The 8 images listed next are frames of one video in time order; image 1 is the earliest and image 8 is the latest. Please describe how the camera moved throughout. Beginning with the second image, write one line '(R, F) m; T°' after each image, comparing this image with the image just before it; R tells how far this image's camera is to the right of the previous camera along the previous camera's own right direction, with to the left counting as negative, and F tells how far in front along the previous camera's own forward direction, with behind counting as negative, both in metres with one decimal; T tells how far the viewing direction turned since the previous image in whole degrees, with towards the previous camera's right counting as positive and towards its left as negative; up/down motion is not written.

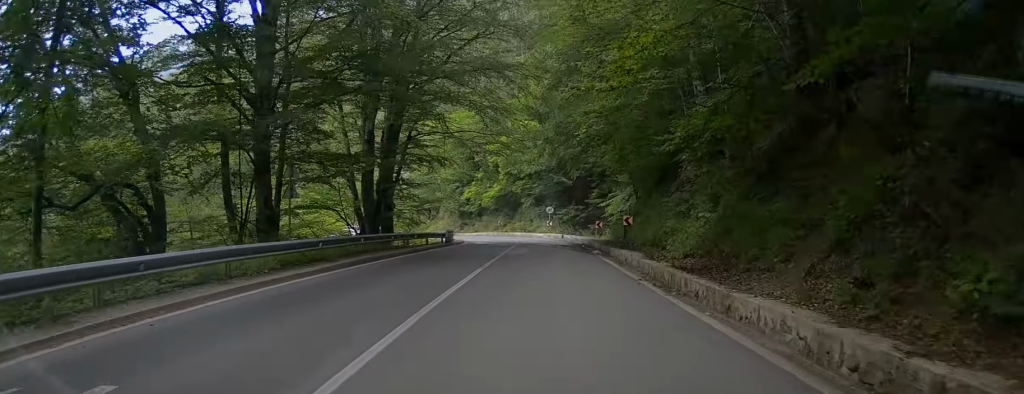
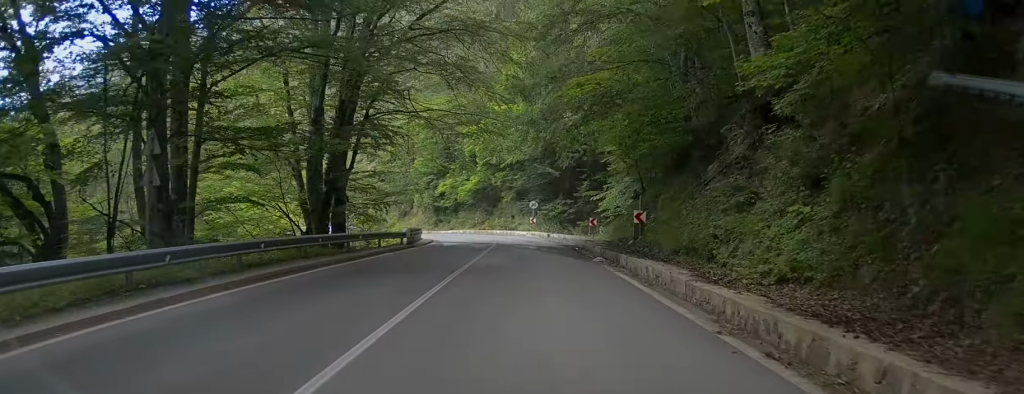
(-0.1, +5.7) m; +1°
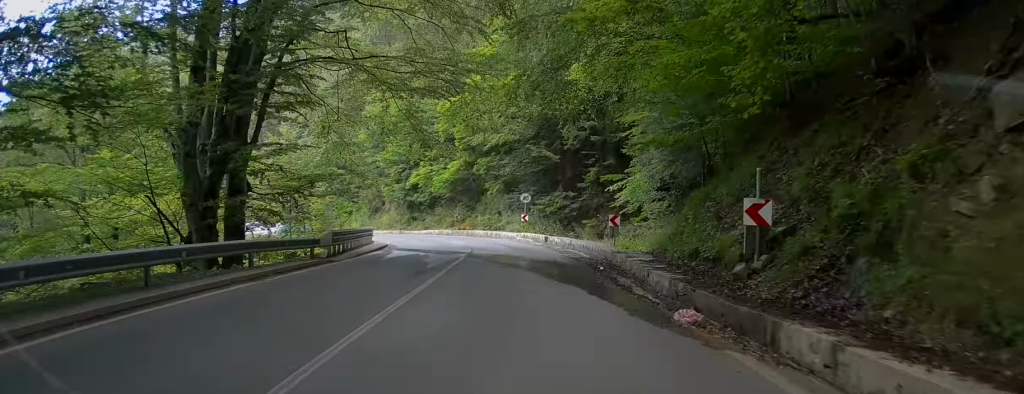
(+0.4, +9.8) m; +4°
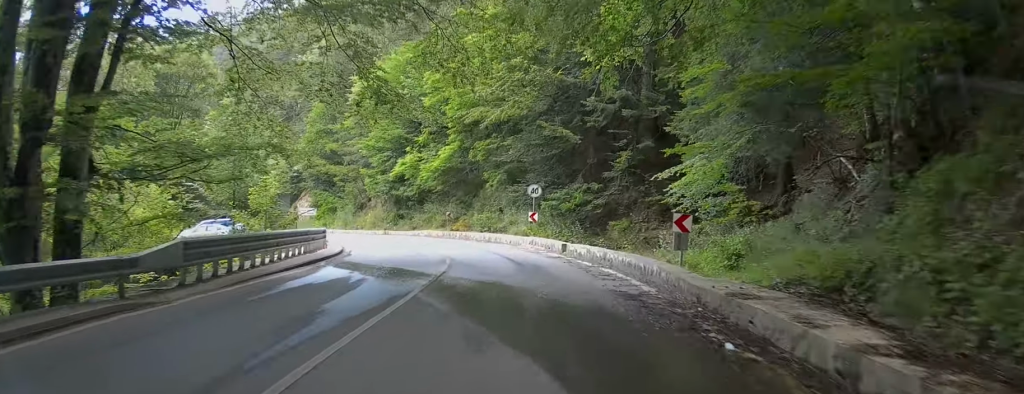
(+0.2, +8.4) m; -1°
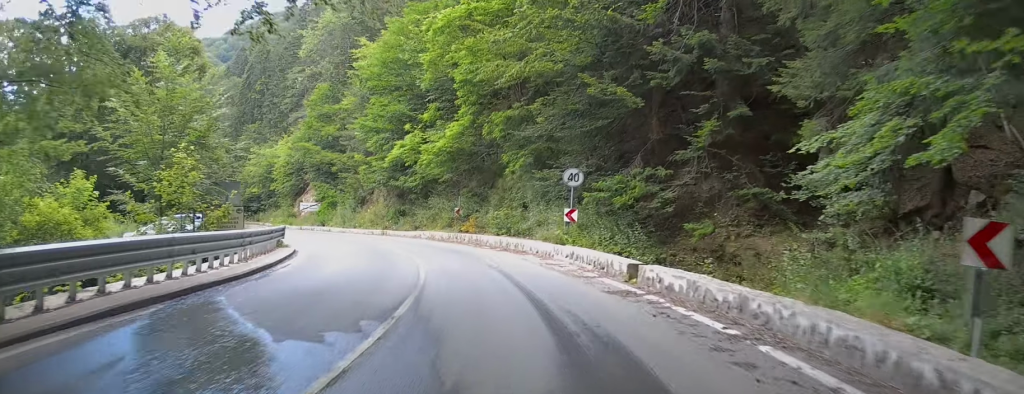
(-0.1, +8.7) m; -3°
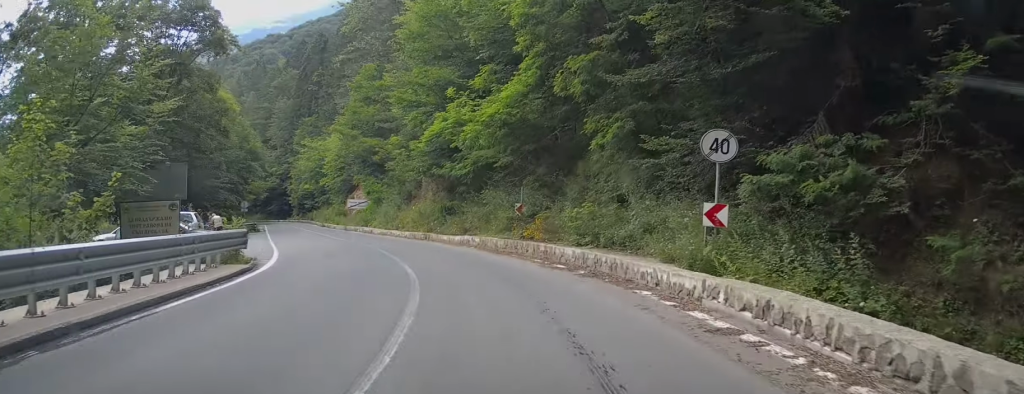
(-0.5, +8.9) m; -4°
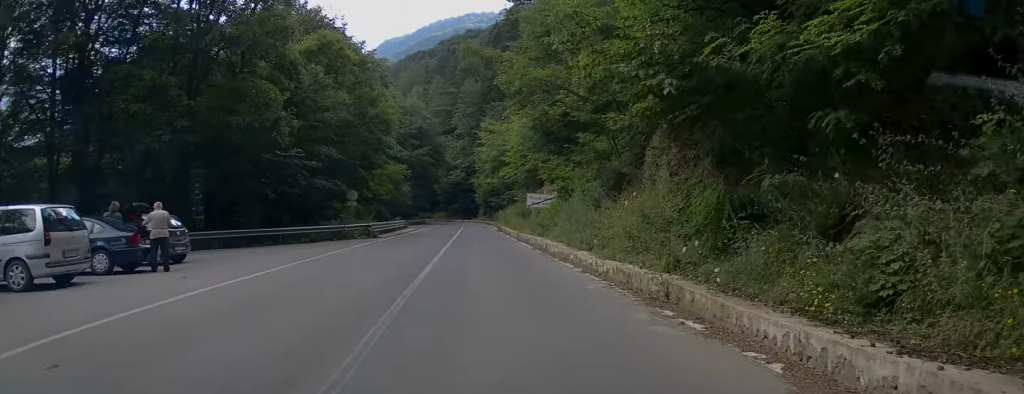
(-2.6, +21.3) m; -15°
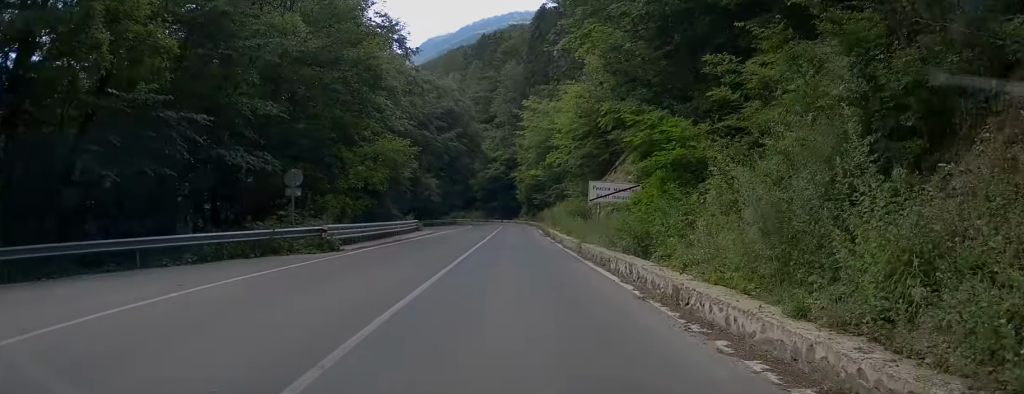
(-0.8, +16.6) m; -4°
